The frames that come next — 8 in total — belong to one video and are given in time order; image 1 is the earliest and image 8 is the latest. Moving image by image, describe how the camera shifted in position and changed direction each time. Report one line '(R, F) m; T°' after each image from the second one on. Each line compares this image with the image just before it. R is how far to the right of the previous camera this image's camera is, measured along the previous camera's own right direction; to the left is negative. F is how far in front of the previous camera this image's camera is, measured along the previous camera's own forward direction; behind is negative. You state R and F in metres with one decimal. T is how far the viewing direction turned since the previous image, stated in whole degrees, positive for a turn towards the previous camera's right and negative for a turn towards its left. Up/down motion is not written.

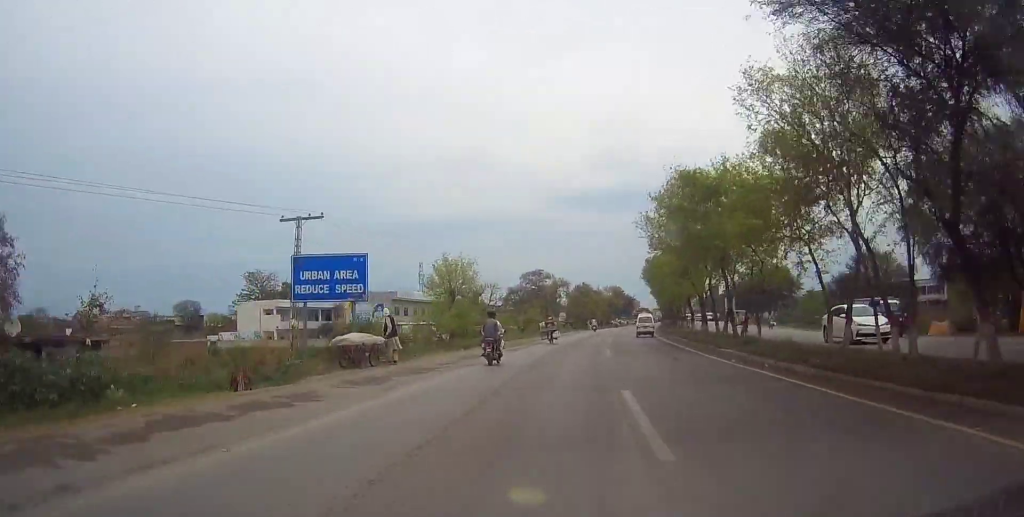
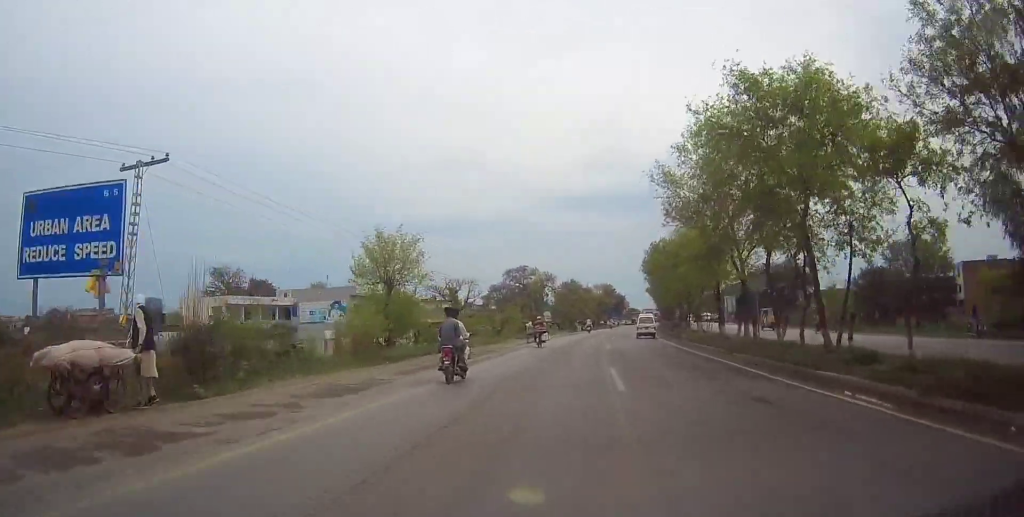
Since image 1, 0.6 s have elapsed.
(-0.1, +12.0) m; +1°
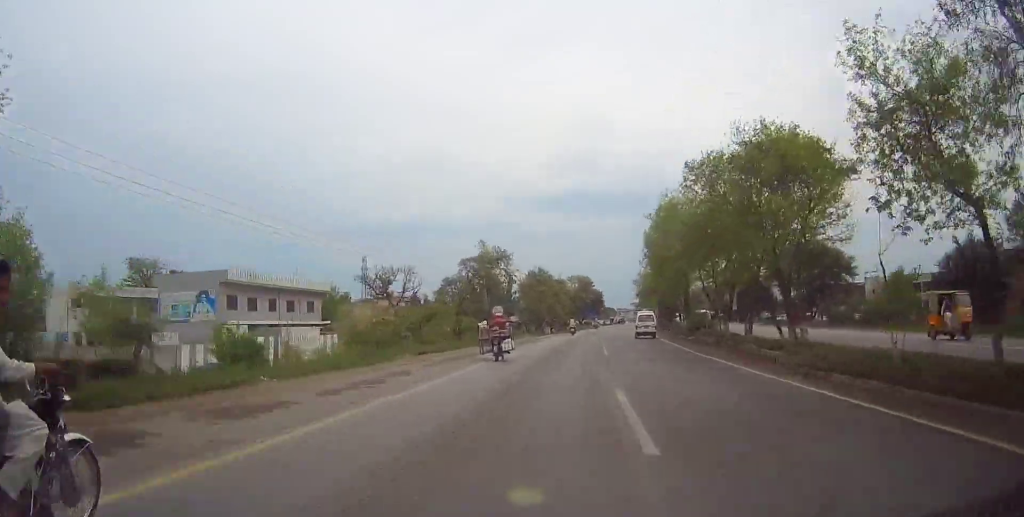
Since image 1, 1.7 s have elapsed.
(+0.9, +24.0) m; +2°
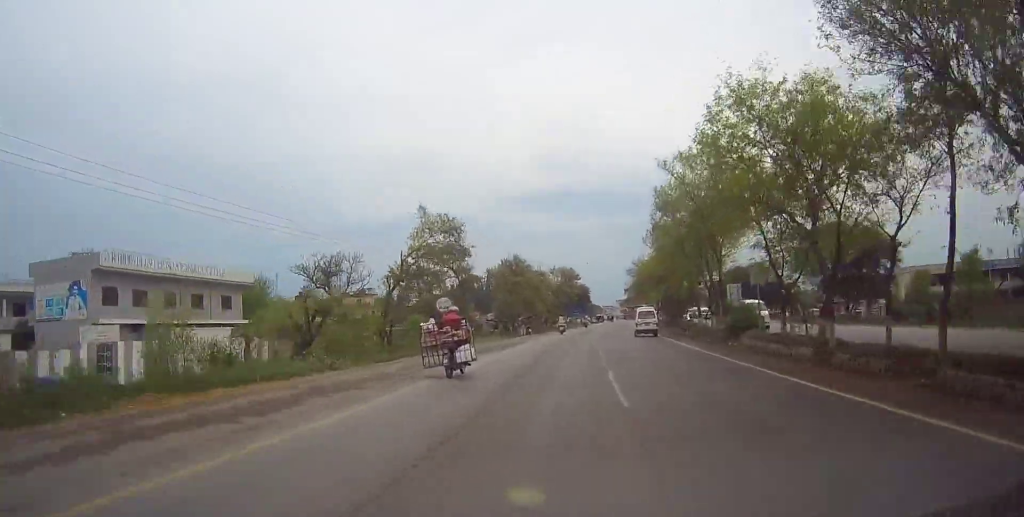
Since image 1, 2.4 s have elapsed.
(-0.3, +14.5) m; +1°
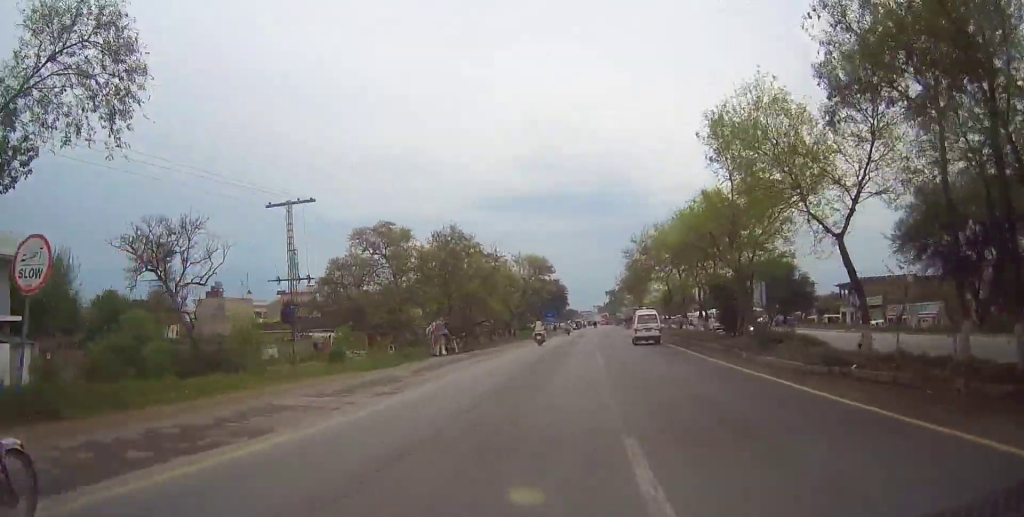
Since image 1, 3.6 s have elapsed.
(+1.0, +26.1) m; +2°
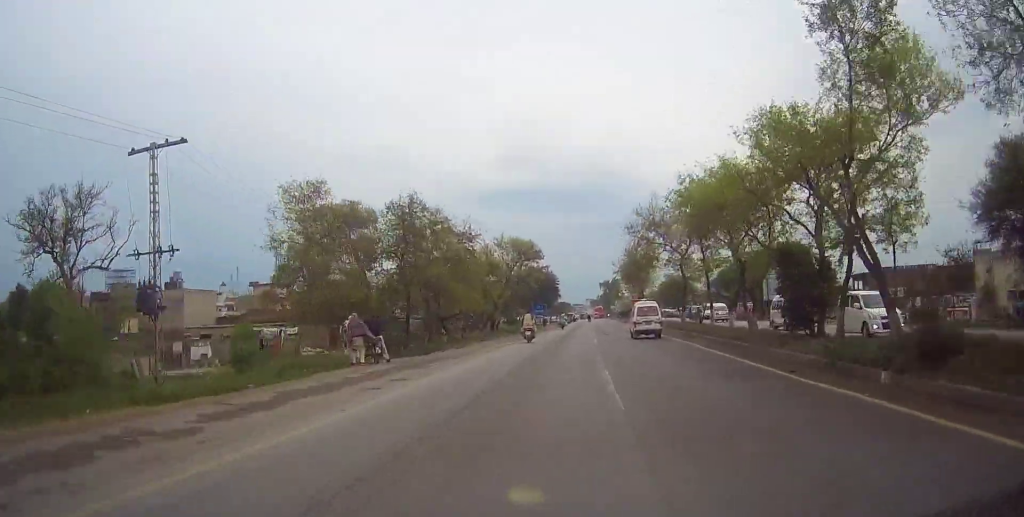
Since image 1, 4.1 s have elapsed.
(-0.2, +10.0) m; 0°
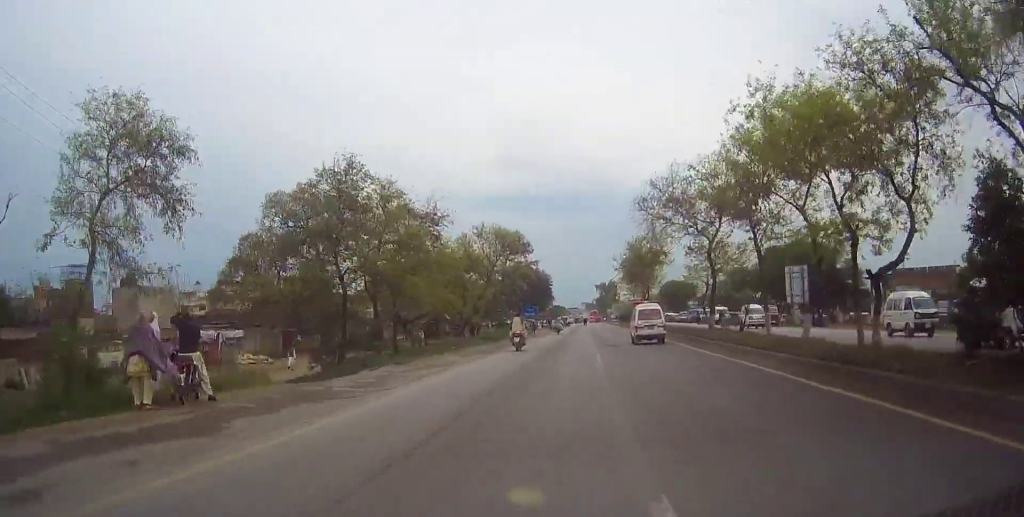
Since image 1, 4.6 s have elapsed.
(-0.1, +9.9) m; 0°
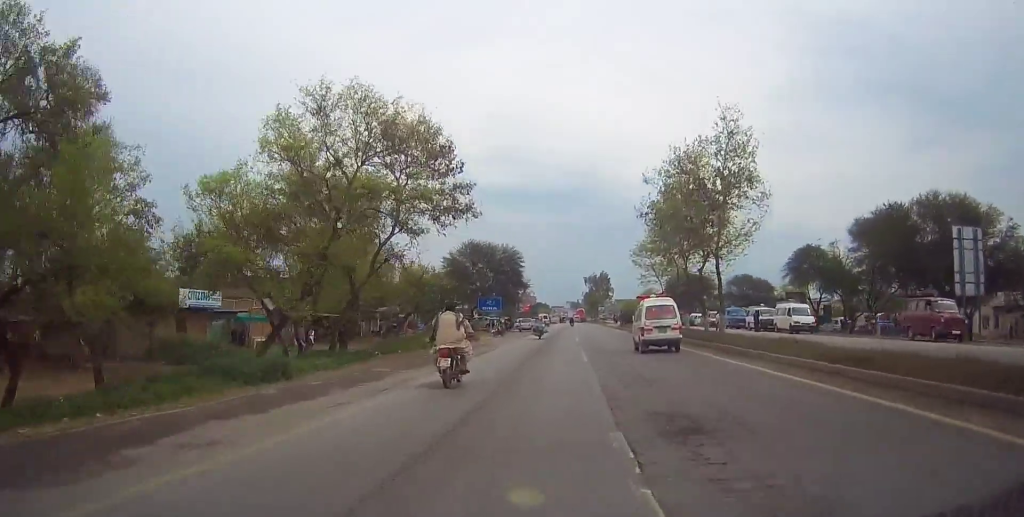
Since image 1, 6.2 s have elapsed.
(+0.8, +32.3) m; +1°
